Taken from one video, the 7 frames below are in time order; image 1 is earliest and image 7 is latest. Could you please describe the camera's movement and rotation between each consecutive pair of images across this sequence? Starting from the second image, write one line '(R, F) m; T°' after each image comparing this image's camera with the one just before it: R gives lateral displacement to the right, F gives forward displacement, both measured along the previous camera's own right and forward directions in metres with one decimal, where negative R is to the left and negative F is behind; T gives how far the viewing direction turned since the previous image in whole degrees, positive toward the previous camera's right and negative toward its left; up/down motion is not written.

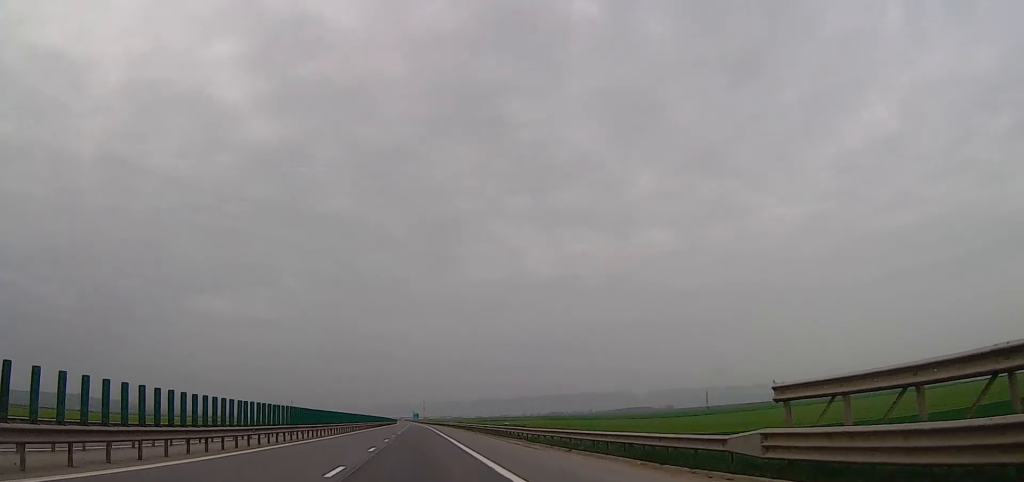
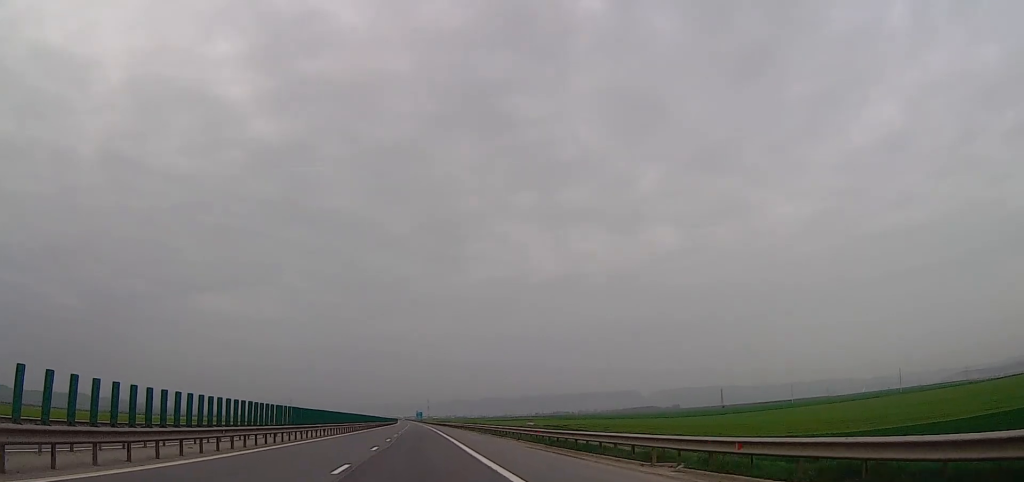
(0.0, +48.6) m; 0°
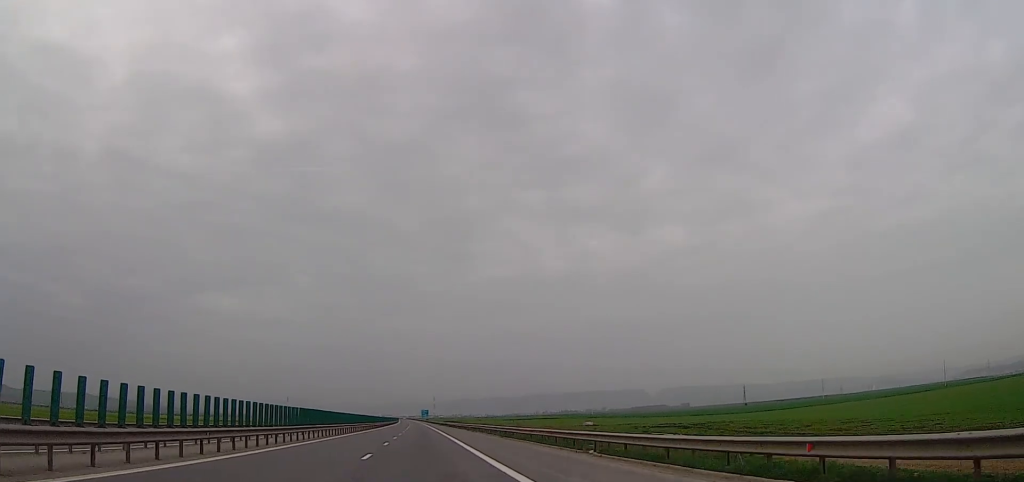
(0.0, +67.6) m; 0°
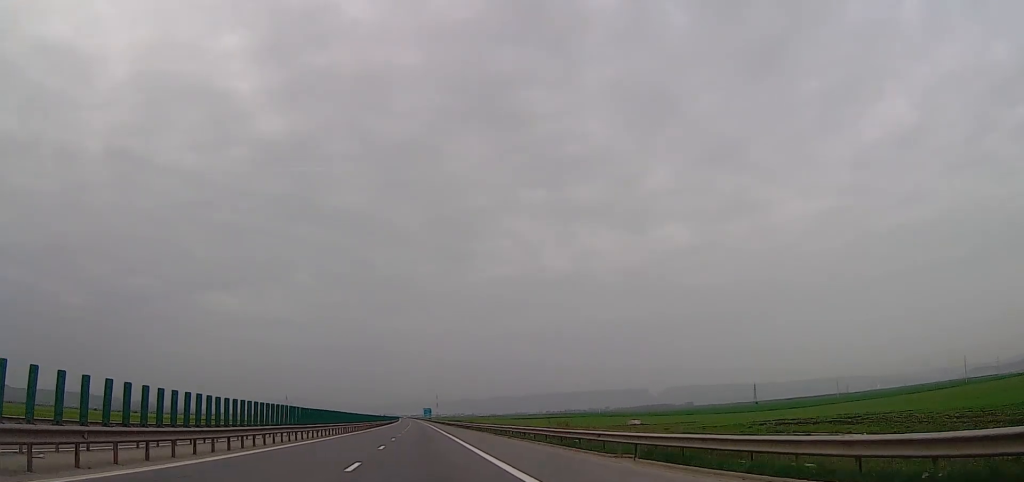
(0.0, +30.0) m; 0°
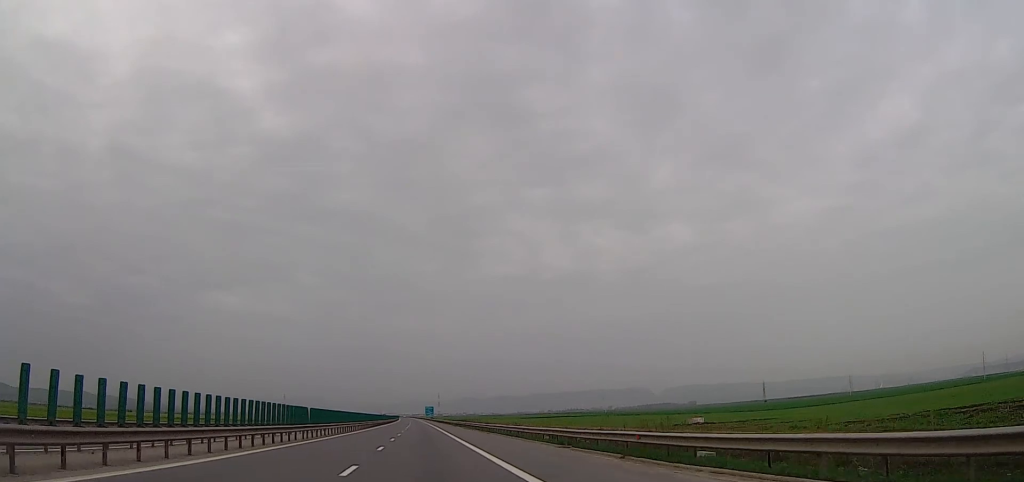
(0.0, +26.5) m; 0°
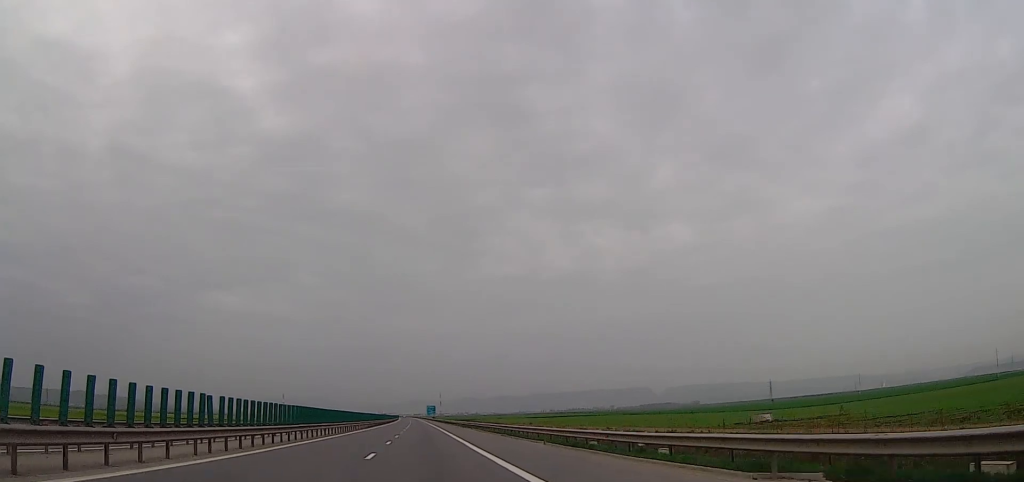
(+0.1, +17.2) m; 0°
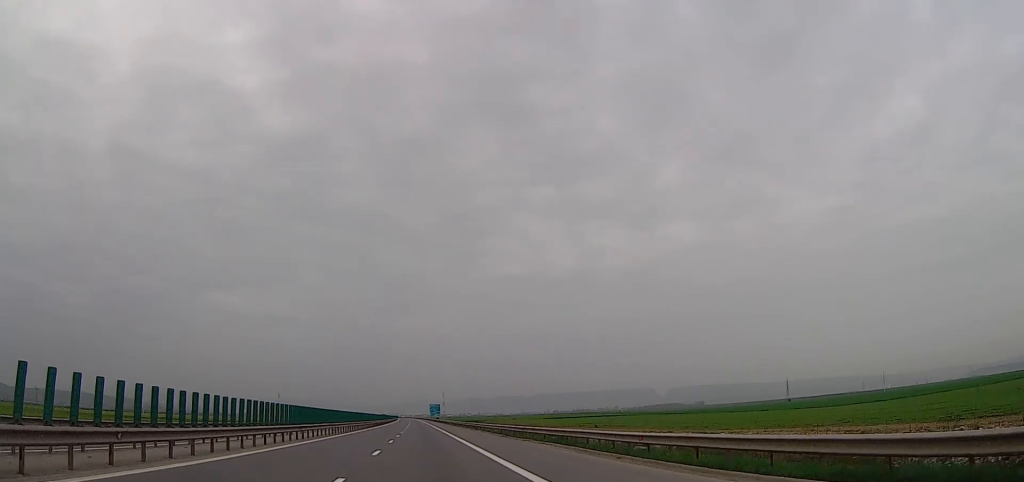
(-0.1, +43.0) m; -1°
